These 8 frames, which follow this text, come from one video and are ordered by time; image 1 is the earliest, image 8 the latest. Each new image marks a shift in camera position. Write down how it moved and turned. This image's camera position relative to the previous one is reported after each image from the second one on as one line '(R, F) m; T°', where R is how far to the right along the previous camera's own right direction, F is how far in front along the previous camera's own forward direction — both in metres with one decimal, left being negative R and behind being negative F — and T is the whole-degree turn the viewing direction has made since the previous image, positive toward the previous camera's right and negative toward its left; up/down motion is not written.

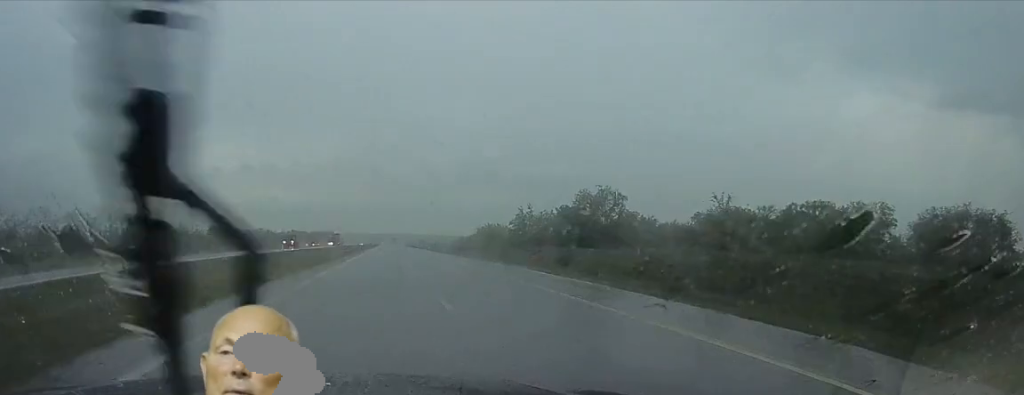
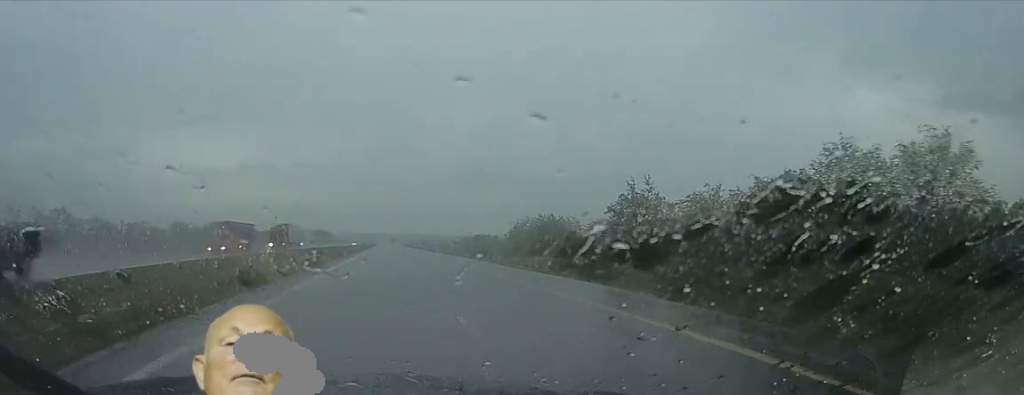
(-0.3, +49.5) m; +1°
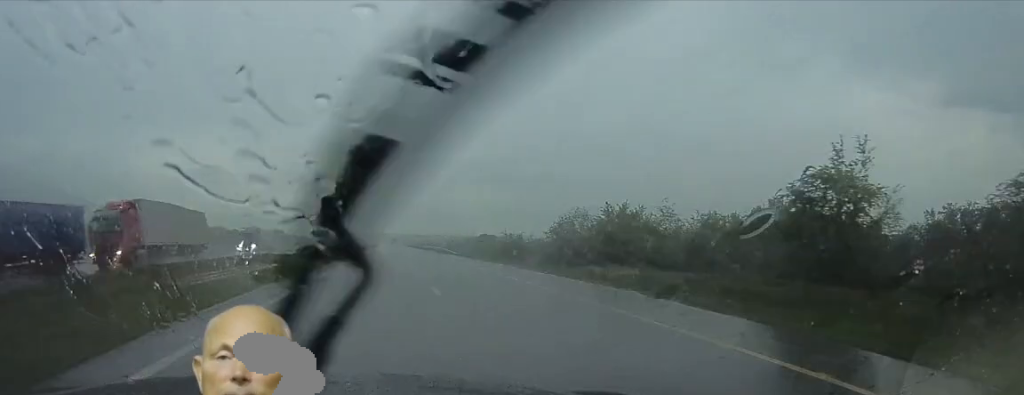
(+0.6, +29.7) m; +1°
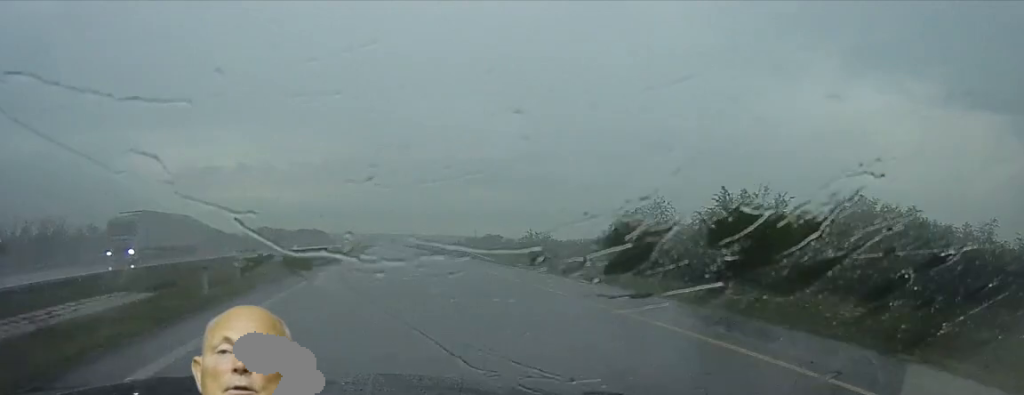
(0.0, +25.1) m; -1°
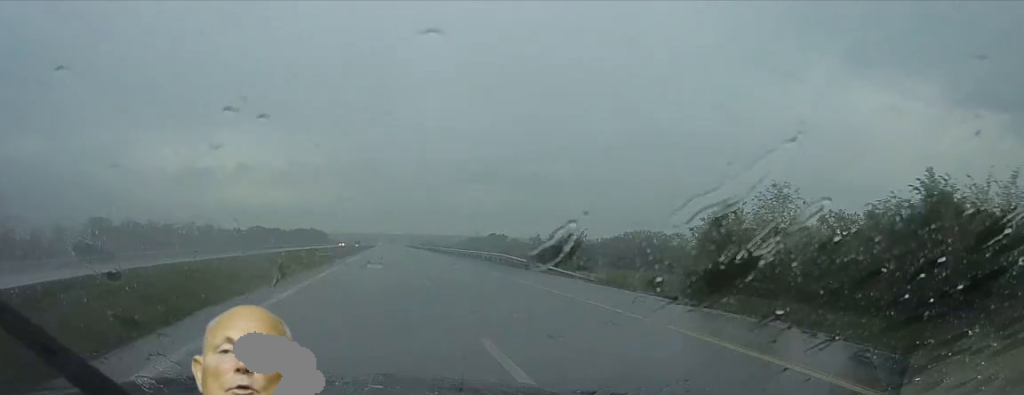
(+0.1, +19.5) m; -1°
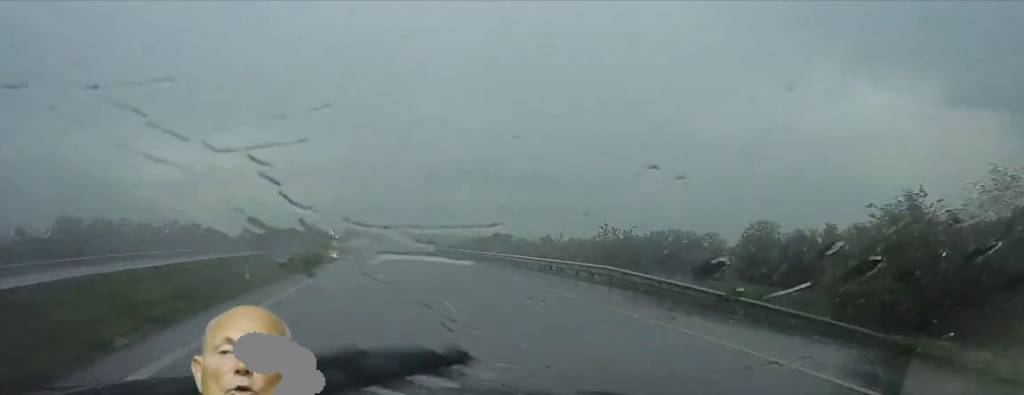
(-0.7, +19.6) m; 0°
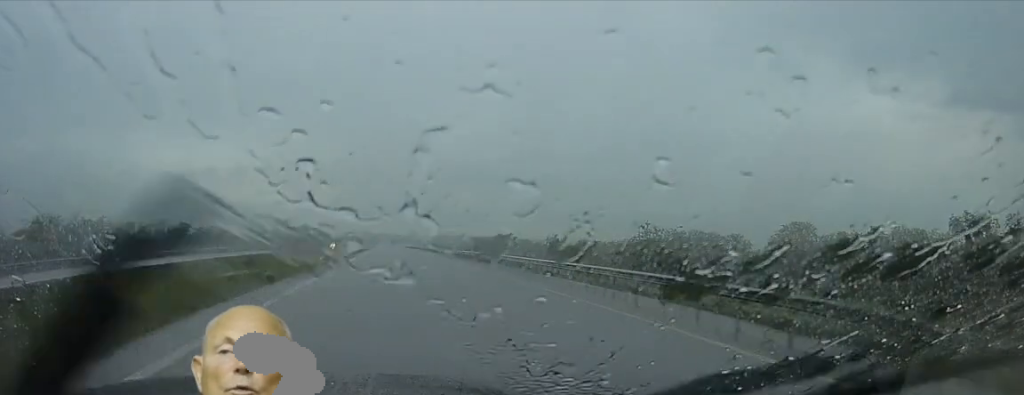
(0.0, +12.6) m; 0°
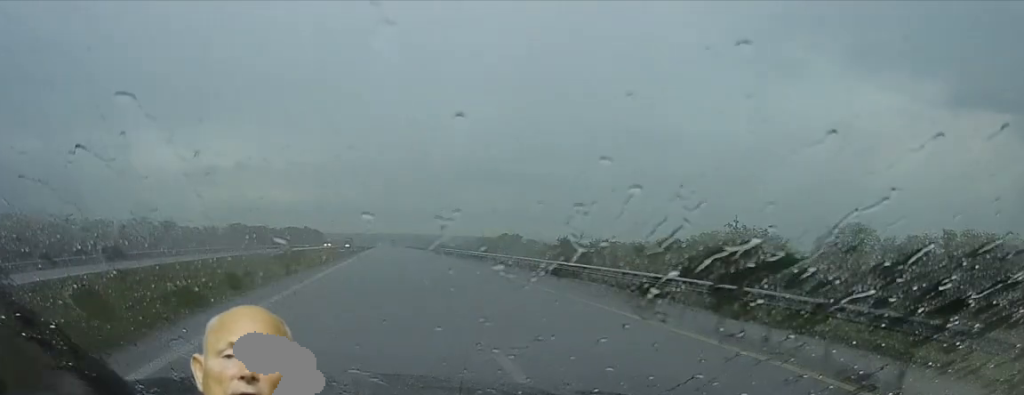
(+0.6, +17.1) m; 0°
